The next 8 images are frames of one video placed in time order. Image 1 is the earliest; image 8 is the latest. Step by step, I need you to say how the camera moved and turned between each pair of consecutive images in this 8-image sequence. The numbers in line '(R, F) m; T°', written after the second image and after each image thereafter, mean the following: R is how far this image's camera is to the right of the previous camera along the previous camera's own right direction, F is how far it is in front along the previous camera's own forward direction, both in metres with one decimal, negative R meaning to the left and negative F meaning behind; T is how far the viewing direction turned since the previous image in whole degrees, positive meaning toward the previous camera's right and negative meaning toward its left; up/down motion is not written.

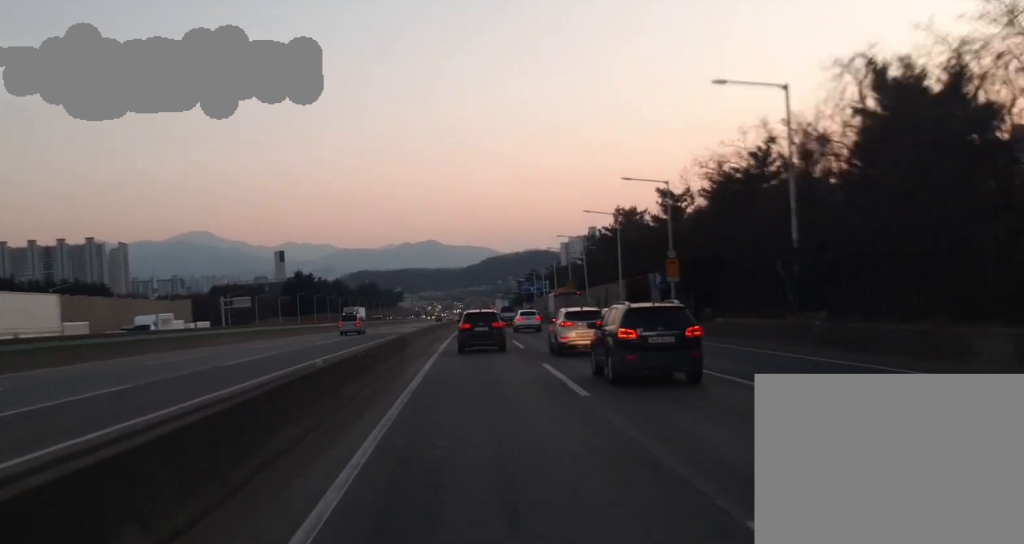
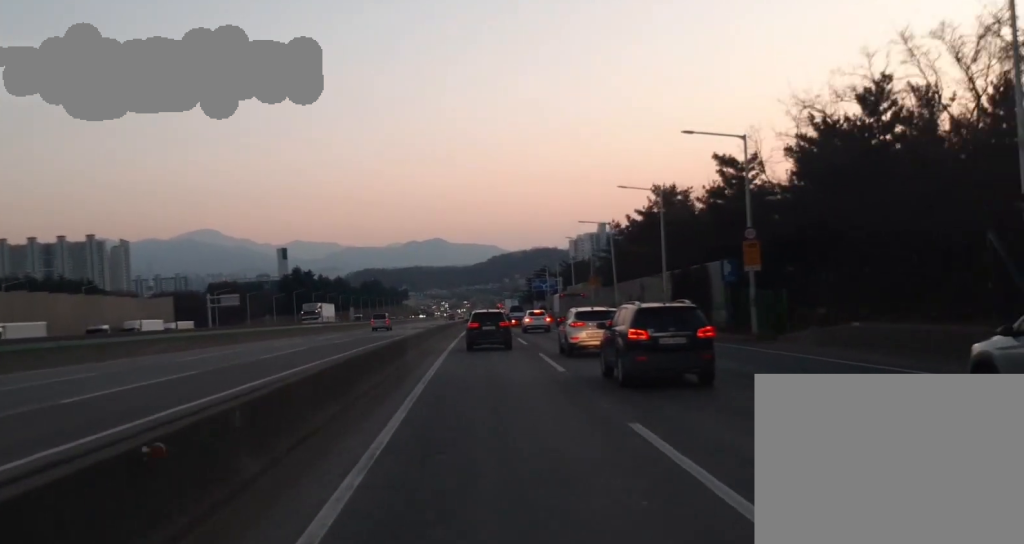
(-0.2, +14.2) m; +1°
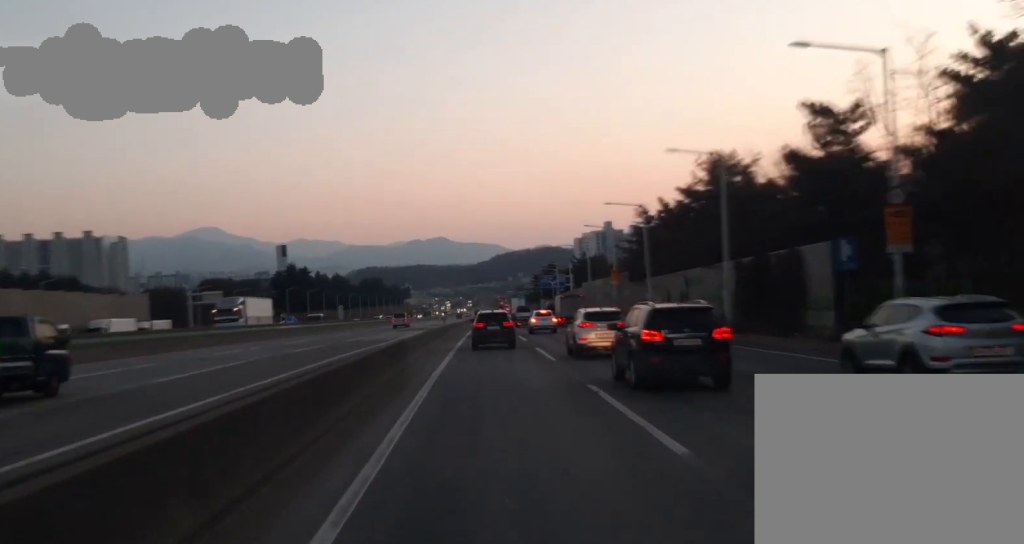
(+0.5, +14.1) m; +1°
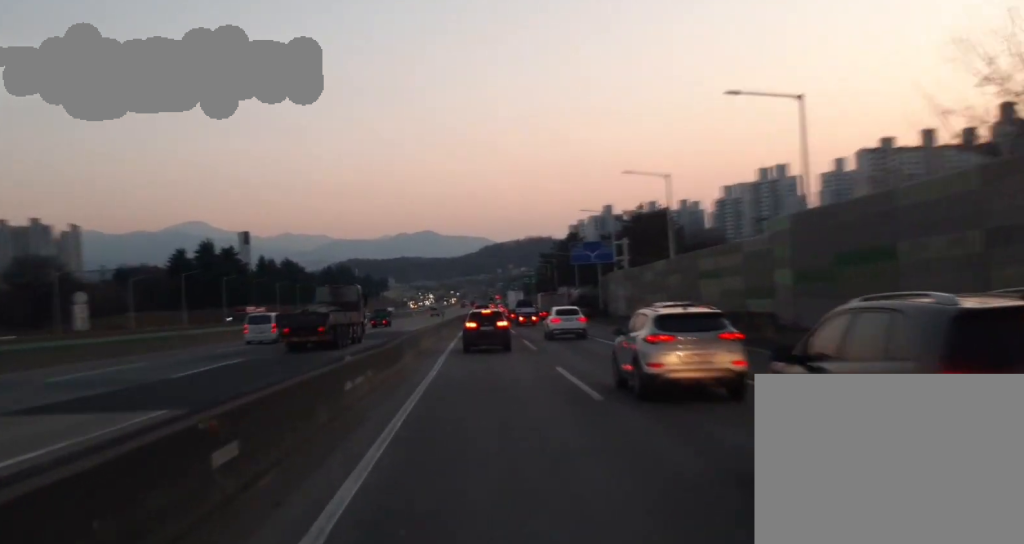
(+0.6, +72.9) m; 0°
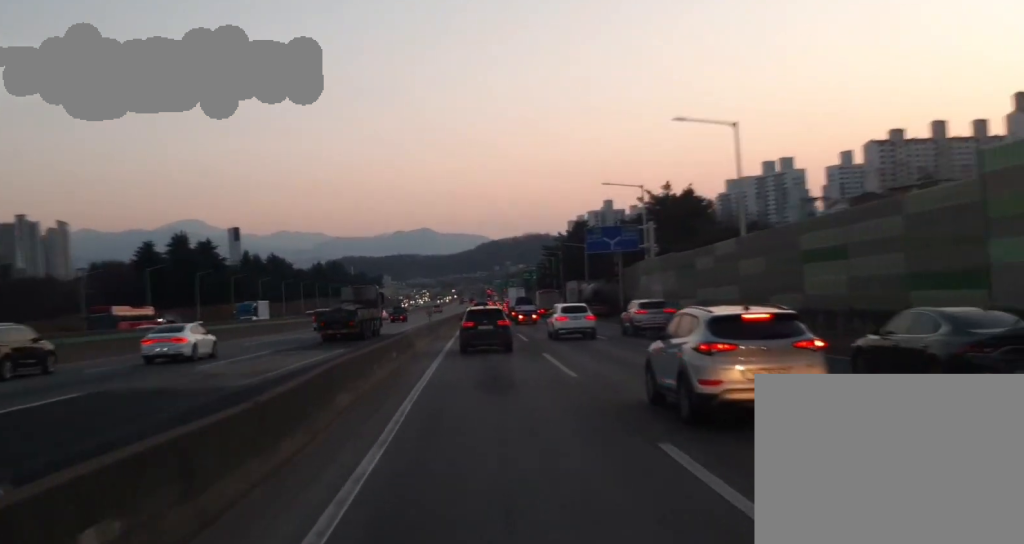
(-0.1, +15.6) m; 0°
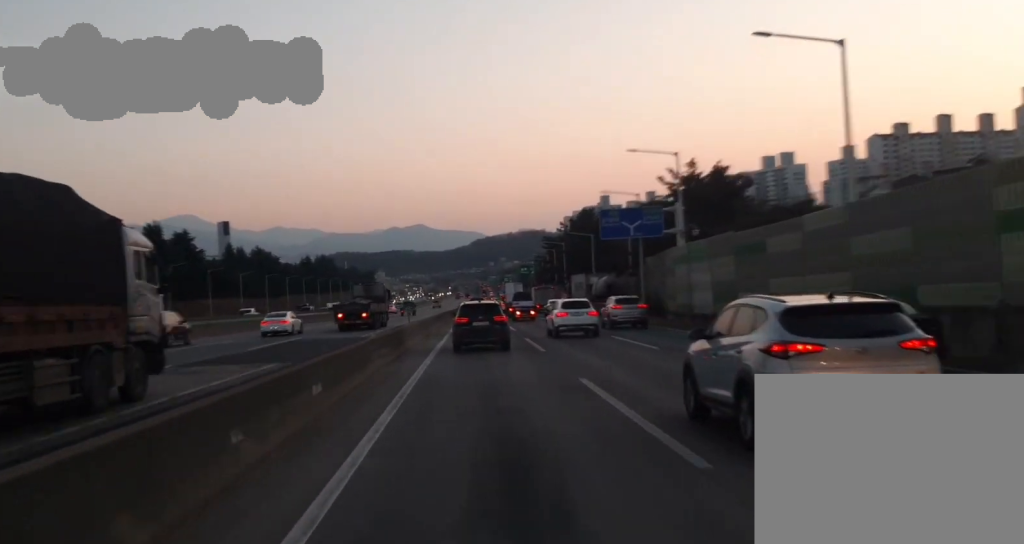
(0.0, +13.0) m; 0°
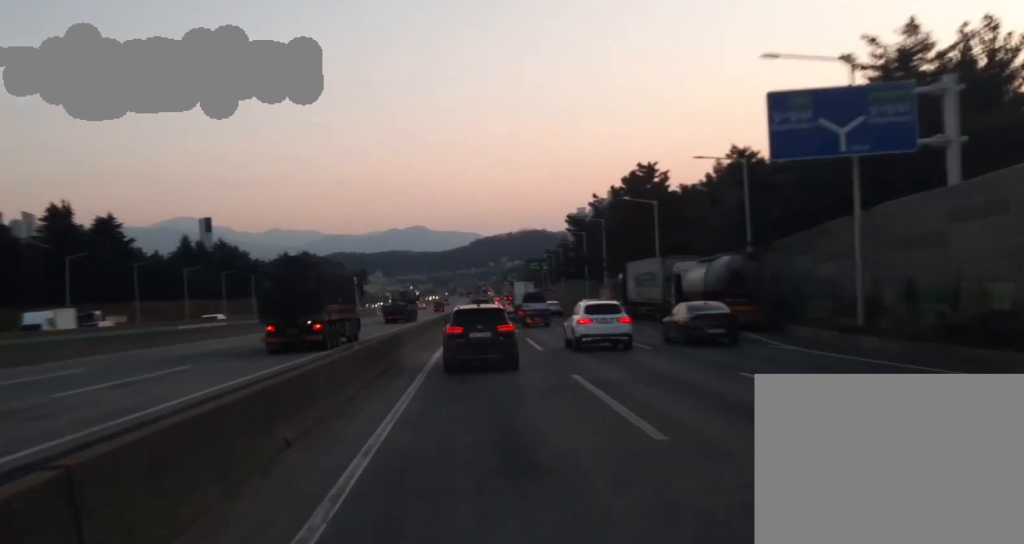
(+0.1, +40.5) m; 0°
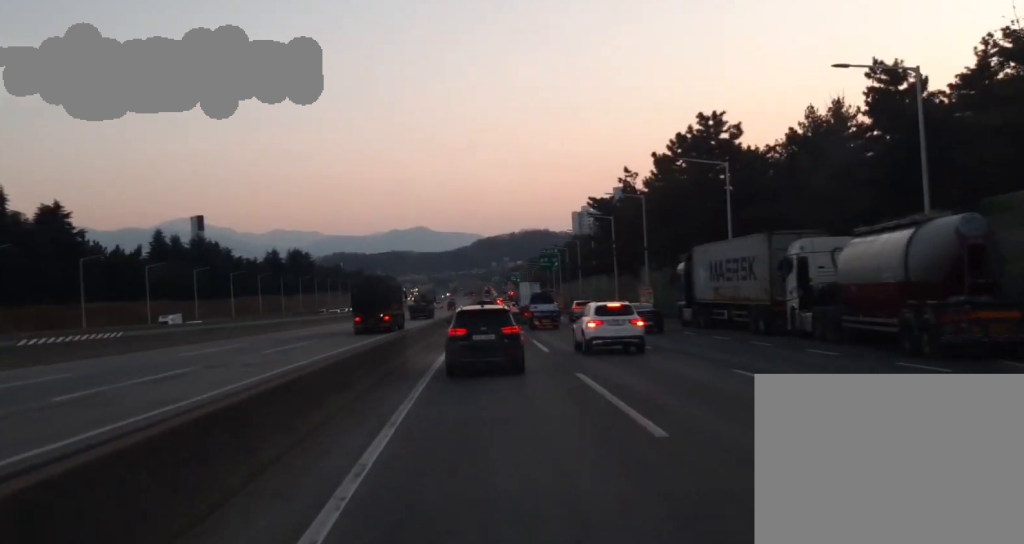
(0.0, +23.8) m; -1°
